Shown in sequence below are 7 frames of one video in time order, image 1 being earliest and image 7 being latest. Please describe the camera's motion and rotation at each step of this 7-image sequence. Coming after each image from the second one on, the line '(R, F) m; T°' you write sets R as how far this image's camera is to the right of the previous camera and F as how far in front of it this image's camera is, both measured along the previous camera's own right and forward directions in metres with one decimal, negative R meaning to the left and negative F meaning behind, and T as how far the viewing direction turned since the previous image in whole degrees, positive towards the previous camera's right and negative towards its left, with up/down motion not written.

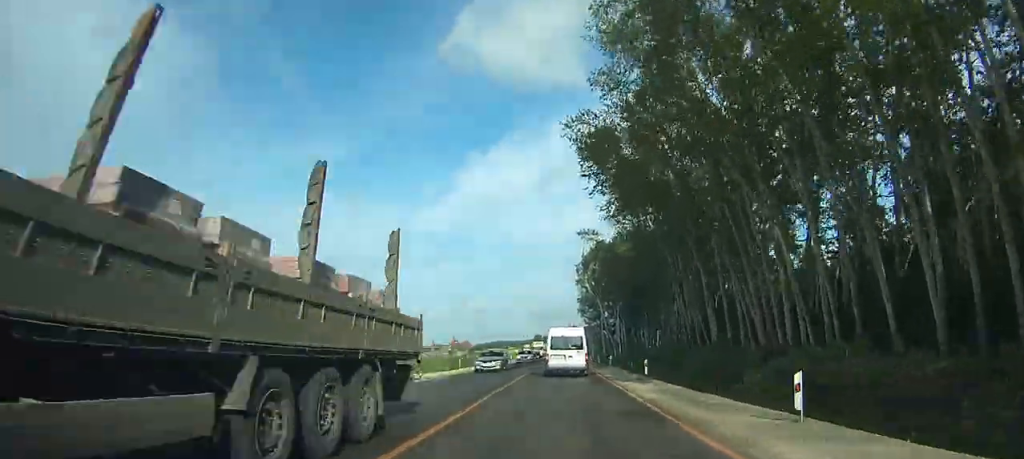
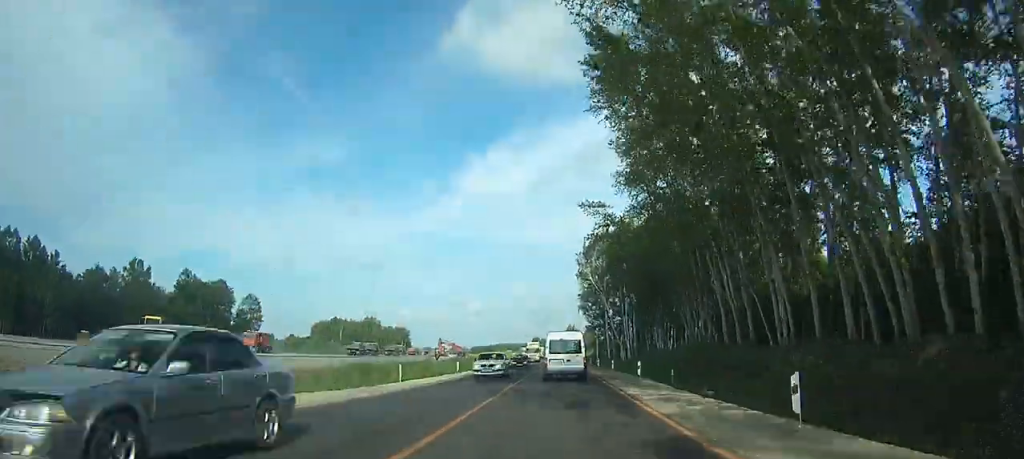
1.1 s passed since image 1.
(0.0, +15.9) m; 0°
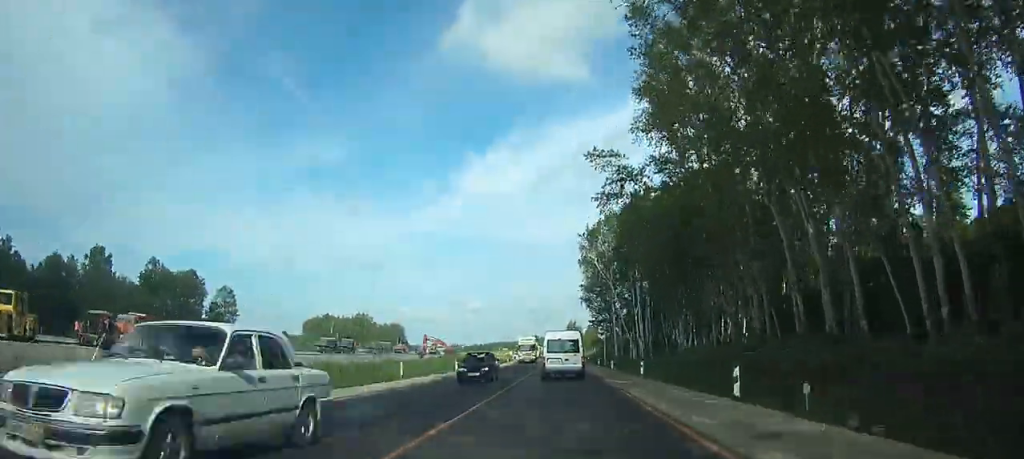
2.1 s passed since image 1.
(0.0, +15.8) m; 0°
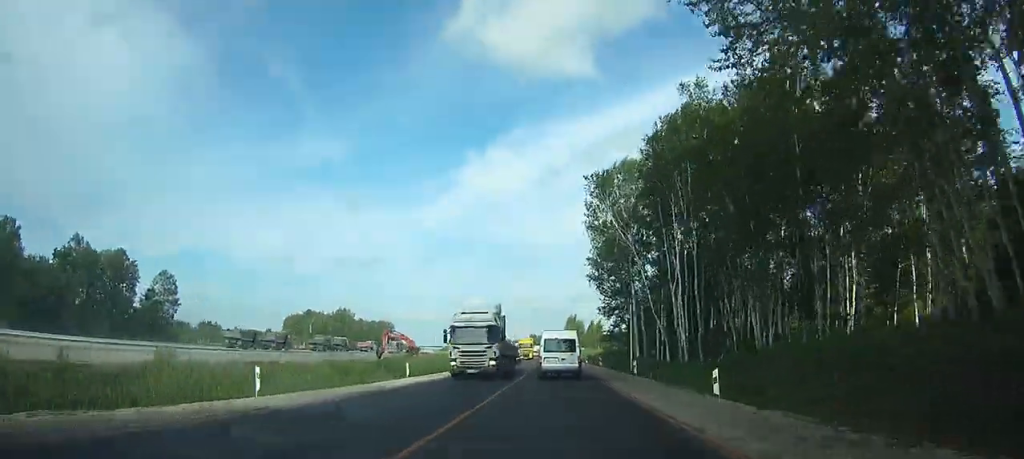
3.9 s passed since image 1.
(0.0, +30.4) m; 0°
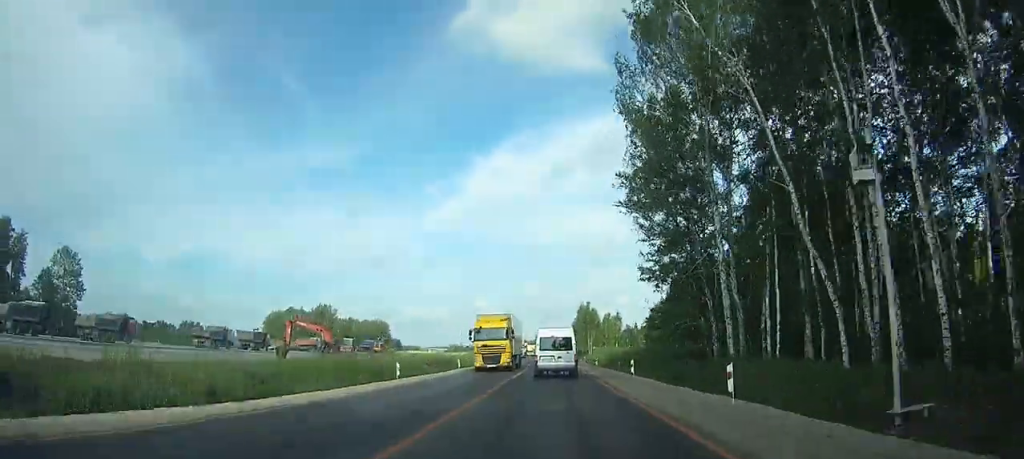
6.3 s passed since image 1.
(-0.1, +37.8) m; -1°
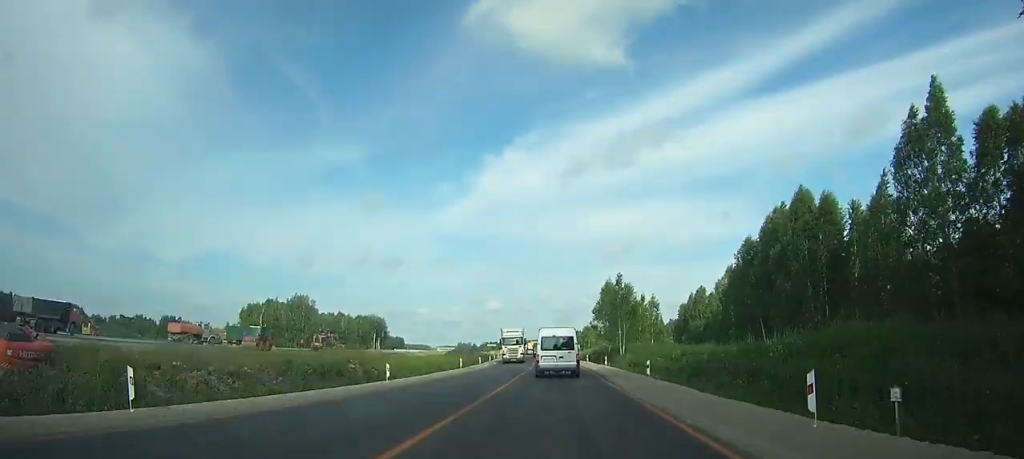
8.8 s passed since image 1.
(-0.5, +39.5) m; -2°
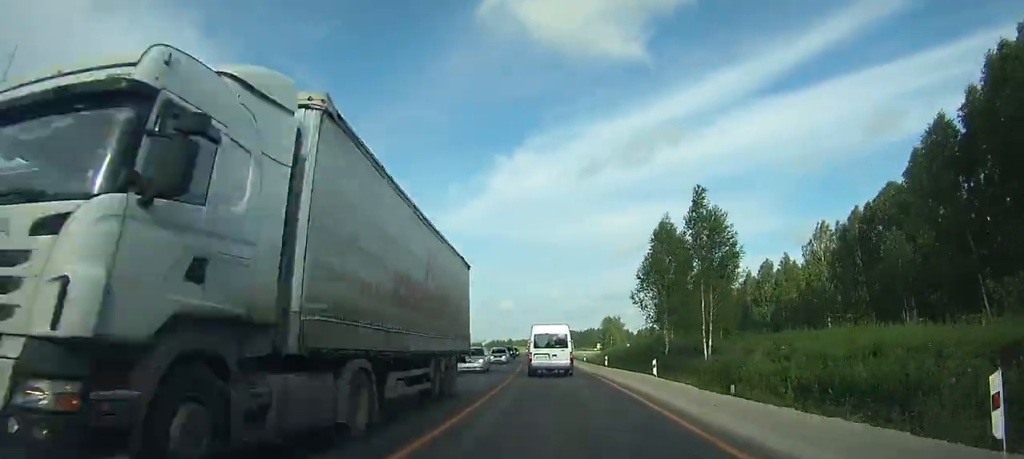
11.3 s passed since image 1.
(-0.6, +39.7) m; -2°
